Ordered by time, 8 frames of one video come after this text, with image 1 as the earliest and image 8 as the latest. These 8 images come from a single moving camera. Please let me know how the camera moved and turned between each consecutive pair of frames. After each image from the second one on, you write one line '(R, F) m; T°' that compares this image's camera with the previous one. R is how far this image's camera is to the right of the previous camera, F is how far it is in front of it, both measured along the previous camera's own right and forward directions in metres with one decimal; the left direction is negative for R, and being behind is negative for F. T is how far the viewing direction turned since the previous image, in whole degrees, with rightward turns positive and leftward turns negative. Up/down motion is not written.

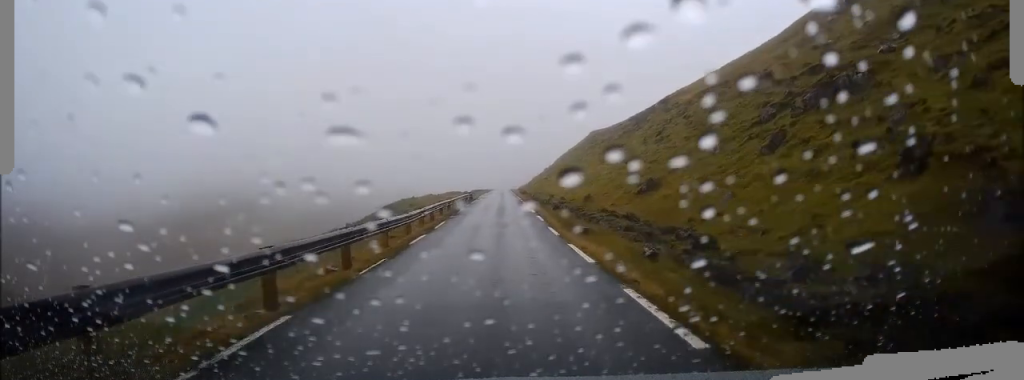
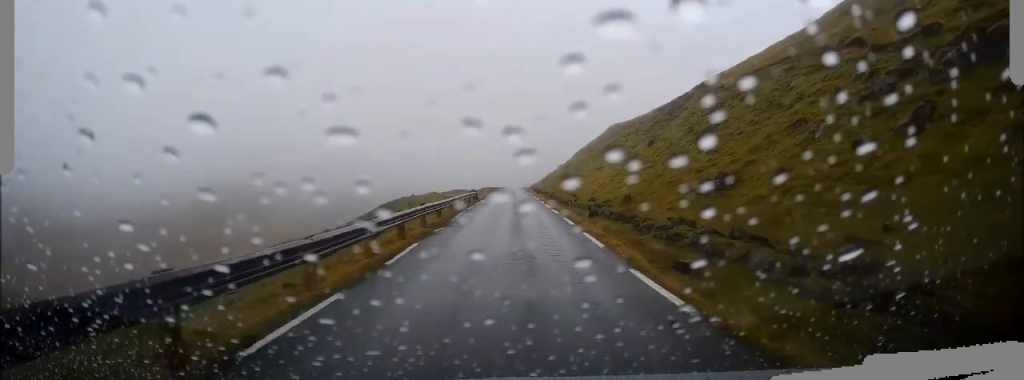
(+0.3, +11.1) m; +1°
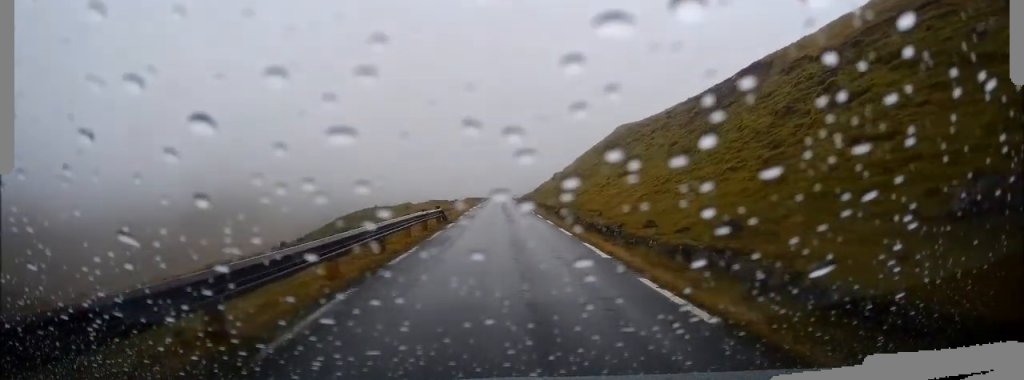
(-0.2, +17.9) m; -1°
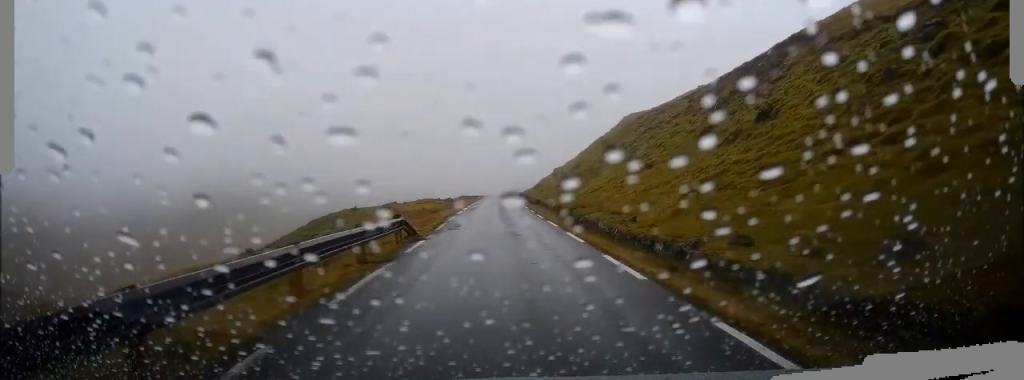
(0.0, +8.9) m; 0°
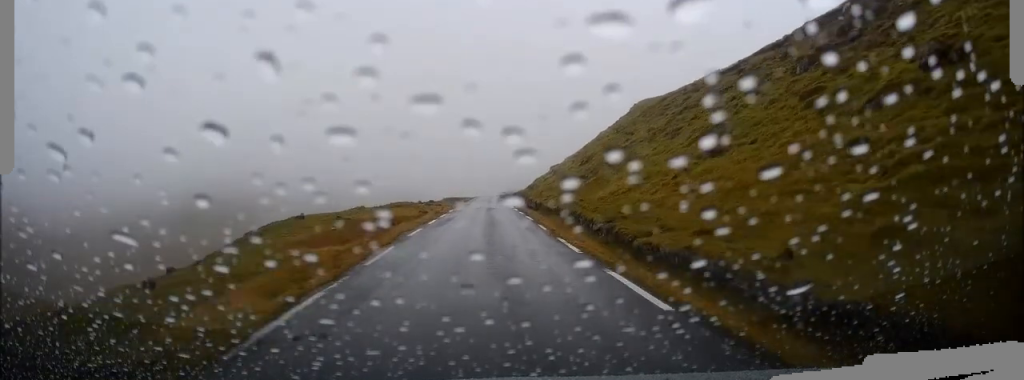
(-0.2, +14.0) m; -1°
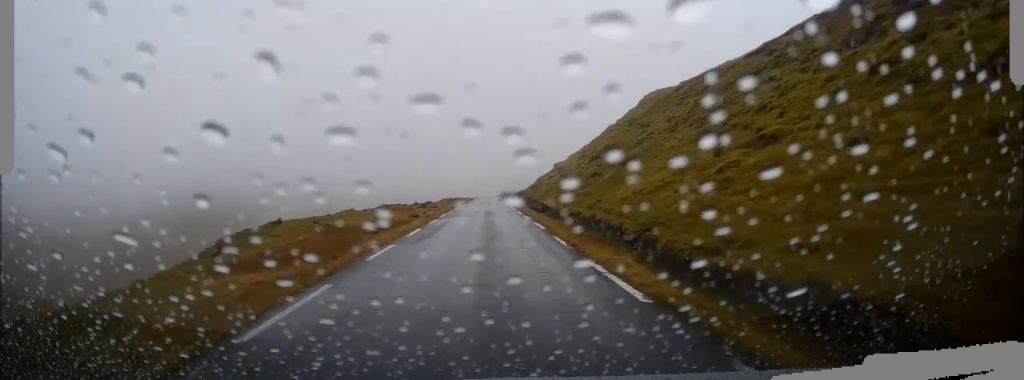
(0.0, +5.4) m; 0°
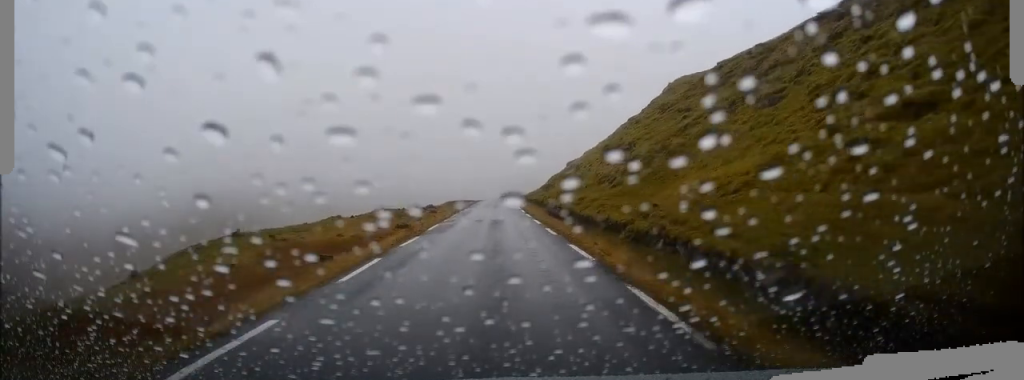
(+0.2, +8.5) m; +1°
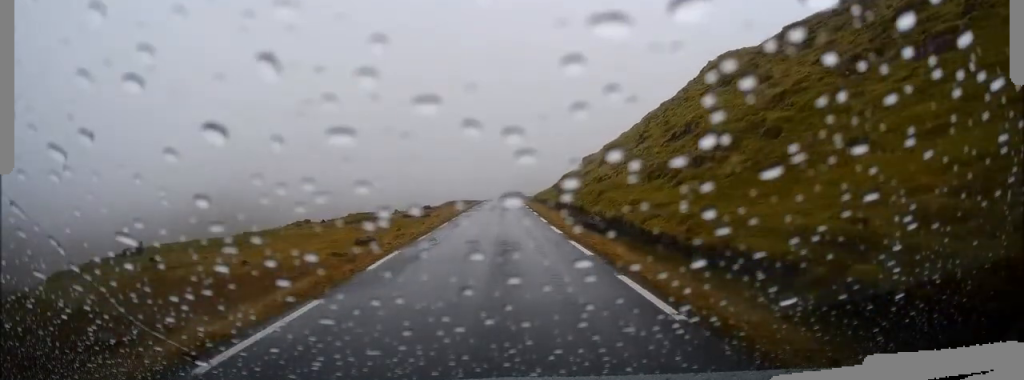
(0.0, +11.4) m; 0°
